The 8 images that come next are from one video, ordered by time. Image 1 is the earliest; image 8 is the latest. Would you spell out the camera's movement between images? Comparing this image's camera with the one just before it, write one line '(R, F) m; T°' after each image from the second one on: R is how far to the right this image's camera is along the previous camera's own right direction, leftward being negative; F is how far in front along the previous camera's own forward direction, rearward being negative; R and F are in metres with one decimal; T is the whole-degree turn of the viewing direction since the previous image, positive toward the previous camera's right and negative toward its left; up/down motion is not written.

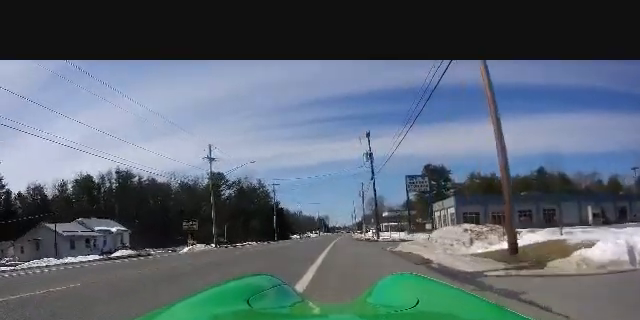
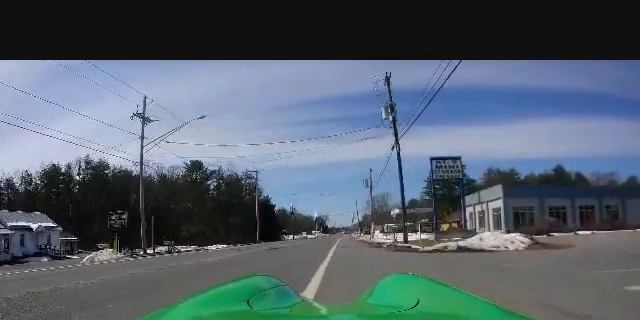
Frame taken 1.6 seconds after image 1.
(0.0, +16.0) m; -1°
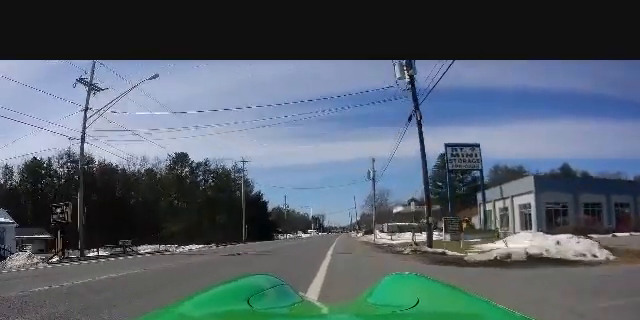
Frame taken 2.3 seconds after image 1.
(-0.4, +7.0) m; 0°
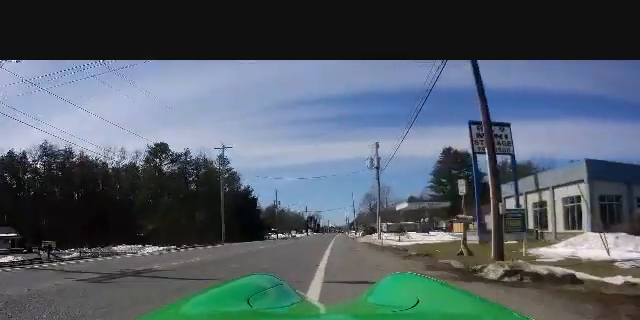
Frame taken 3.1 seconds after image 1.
(+0.5, +8.0) m; +2°
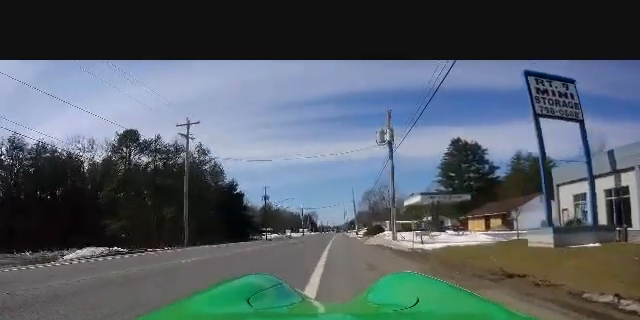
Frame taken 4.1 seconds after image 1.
(-0.1, +10.5) m; -1°
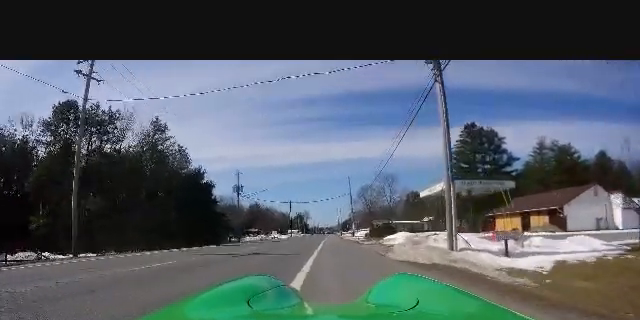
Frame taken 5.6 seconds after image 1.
(-0.2, +15.0) m; -1°
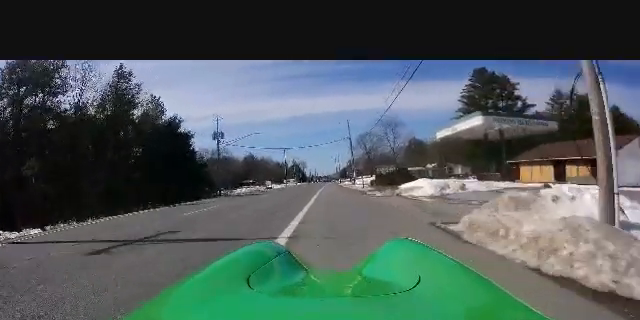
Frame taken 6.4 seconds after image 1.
(-0.1, +8.2) m; +1°
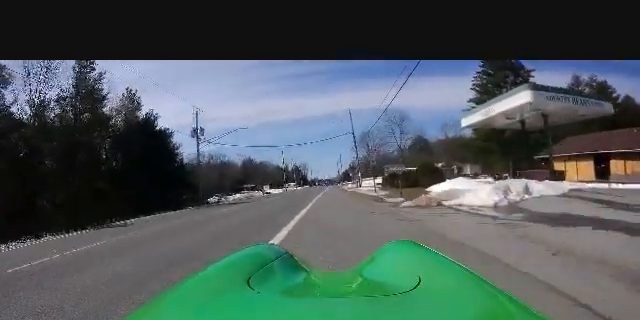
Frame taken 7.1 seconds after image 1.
(+0.2, +7.1) m; +1°
